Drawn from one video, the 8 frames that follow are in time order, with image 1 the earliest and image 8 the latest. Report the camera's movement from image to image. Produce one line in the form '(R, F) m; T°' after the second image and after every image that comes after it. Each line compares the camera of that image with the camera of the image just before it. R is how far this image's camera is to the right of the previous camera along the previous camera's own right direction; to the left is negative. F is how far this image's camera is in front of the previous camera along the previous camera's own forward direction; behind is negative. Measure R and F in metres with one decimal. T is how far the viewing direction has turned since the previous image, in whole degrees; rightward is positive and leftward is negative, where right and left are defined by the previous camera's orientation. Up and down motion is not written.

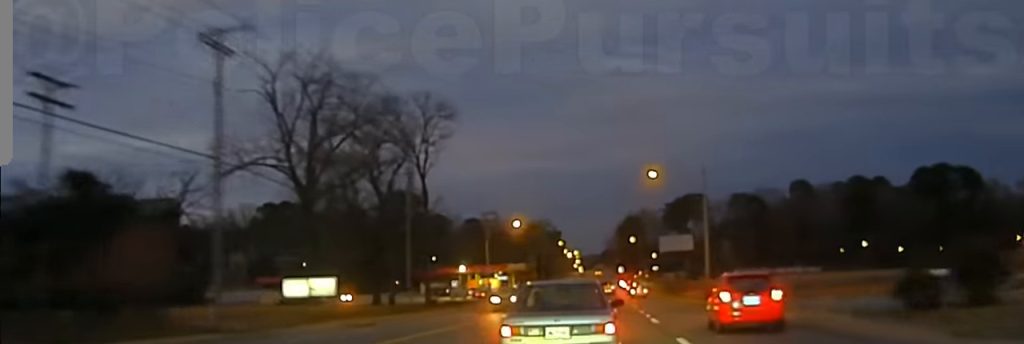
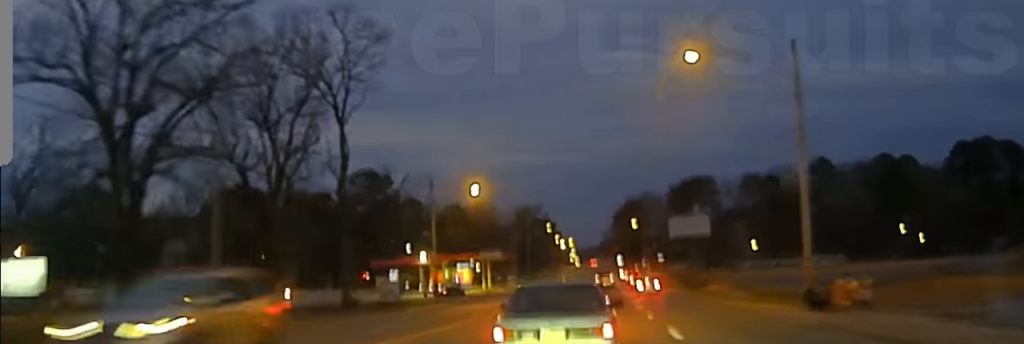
(0.0, +29.4) m; +1°
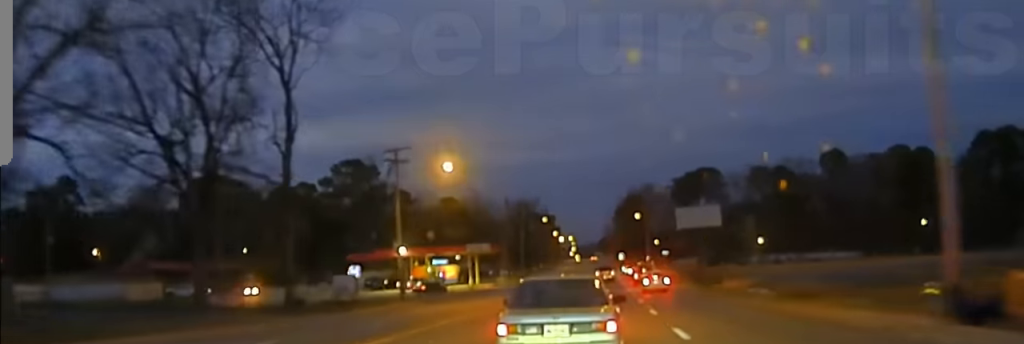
(+0.1, +12.2) m; 0°
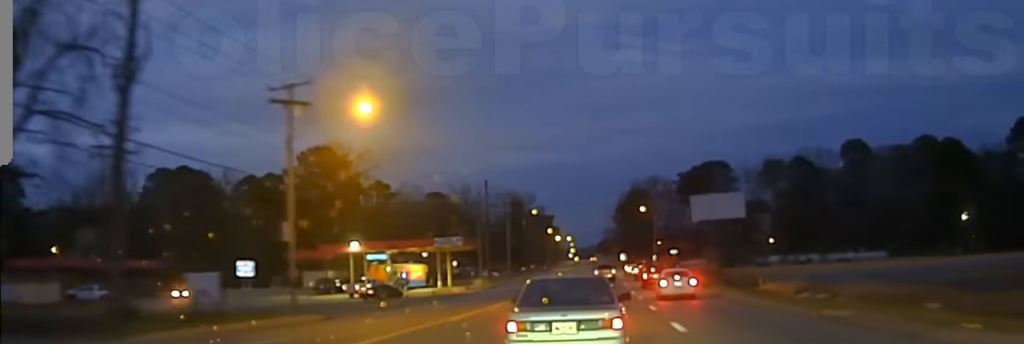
(+0.1, +20.6) m; 0°
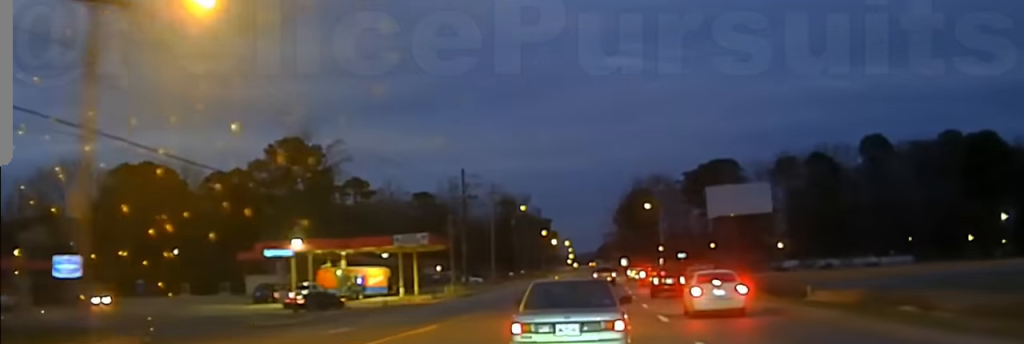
(0.0, +17.3) m; 0°
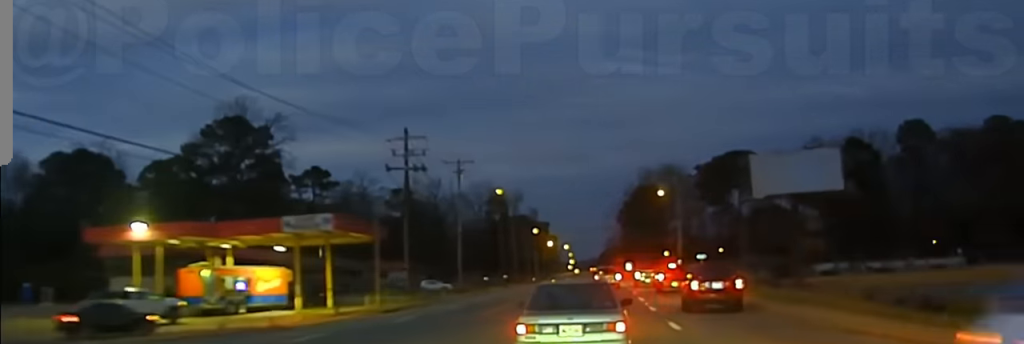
(-0.2, +27.6) m; 0°
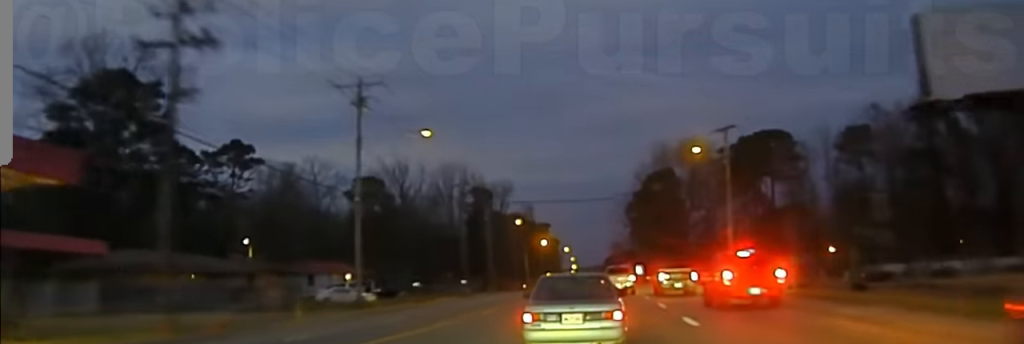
(+0.2, +38.7) m; 0°
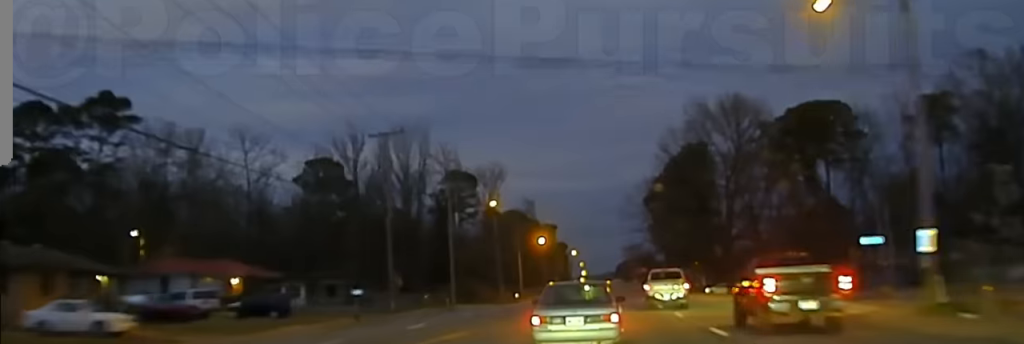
(-0.2, +45.1) m; -1°
